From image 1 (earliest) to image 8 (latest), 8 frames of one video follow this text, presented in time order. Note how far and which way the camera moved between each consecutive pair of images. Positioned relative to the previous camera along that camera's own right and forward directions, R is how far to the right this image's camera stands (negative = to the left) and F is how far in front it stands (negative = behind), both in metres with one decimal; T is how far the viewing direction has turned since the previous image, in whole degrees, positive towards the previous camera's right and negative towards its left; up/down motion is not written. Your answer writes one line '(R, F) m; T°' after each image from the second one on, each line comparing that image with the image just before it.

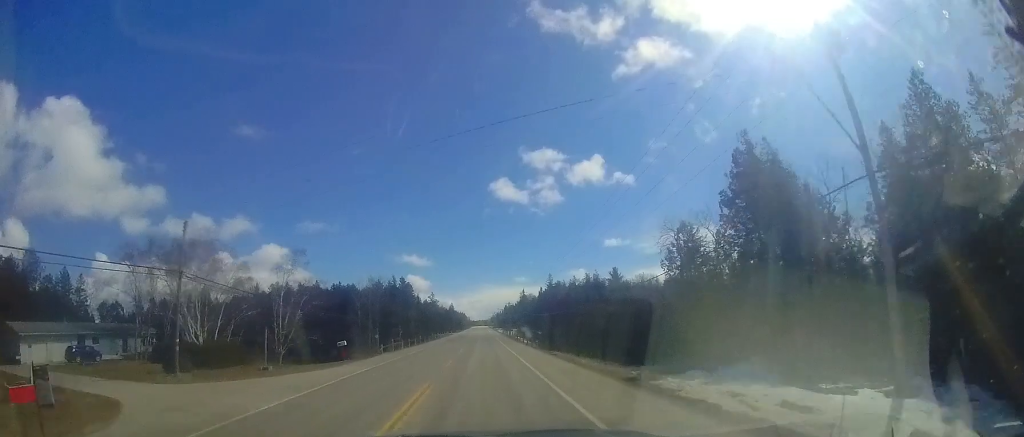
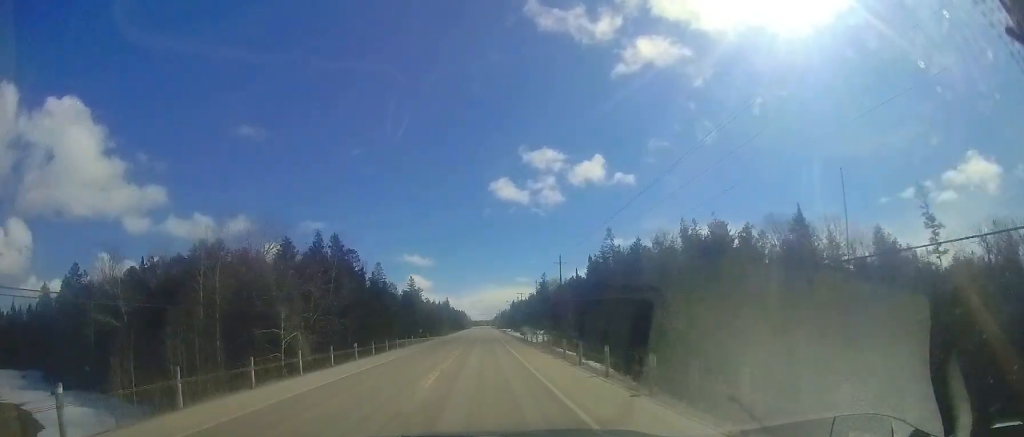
(-0.1, +42.9) m; 0°
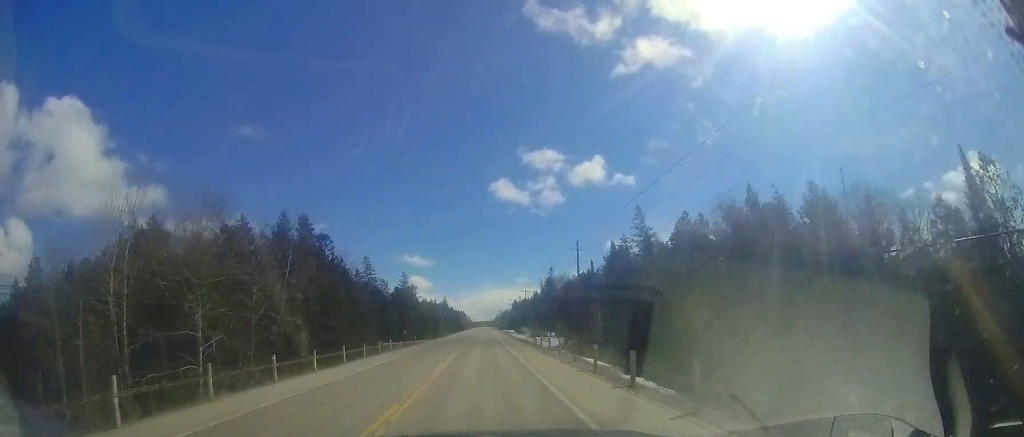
(0.0, +9.4) m; 0°
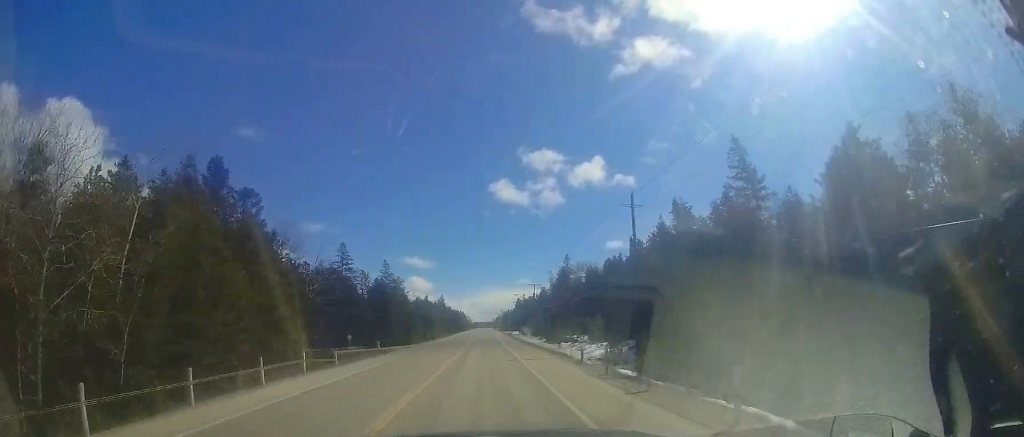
(-0.1, +15.5) m; -1°
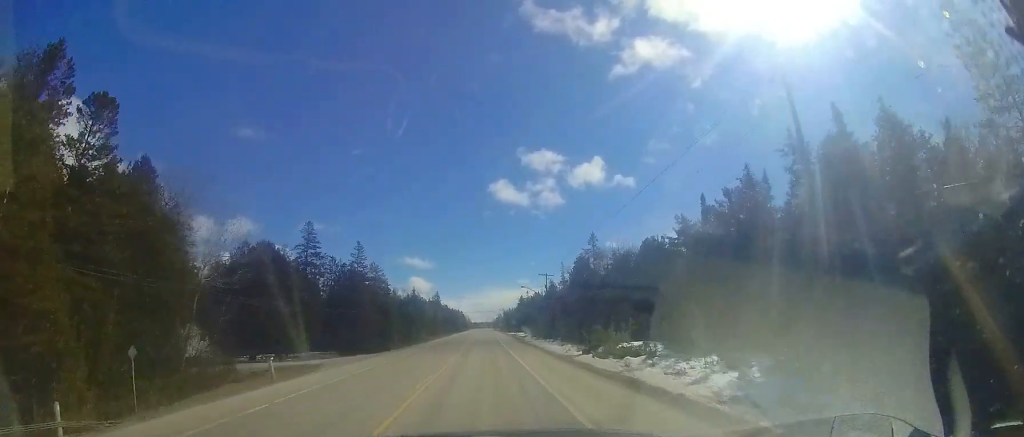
(-0.1, +15.0) m; 0°
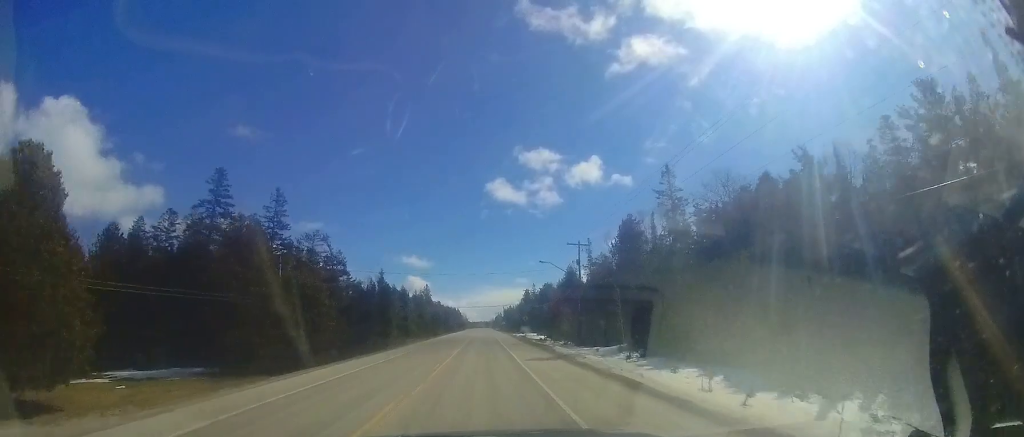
(+0.2, +22.0) m; +2°
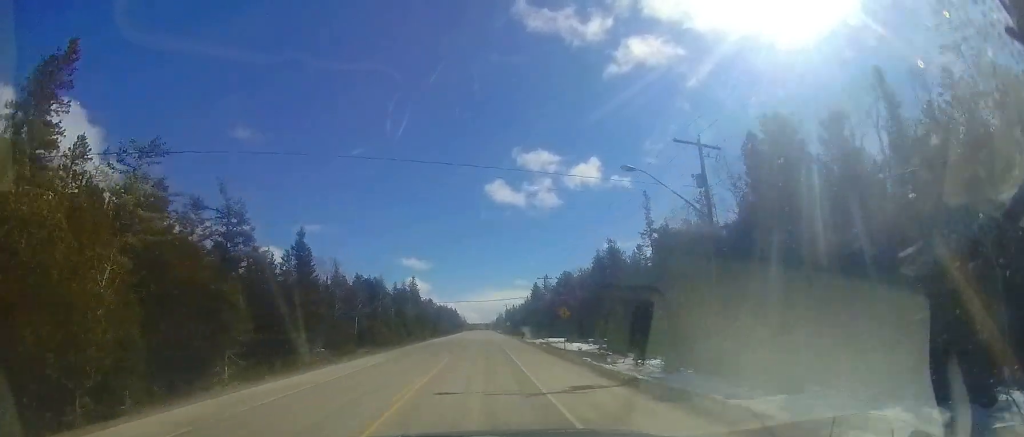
(+0.3, +23.0) m; 0°
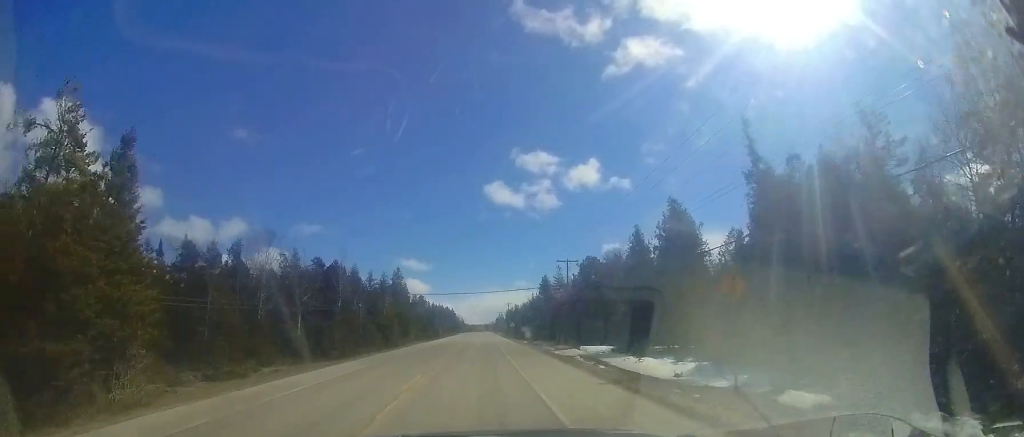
(-0.4, +16.8) m; 0°
